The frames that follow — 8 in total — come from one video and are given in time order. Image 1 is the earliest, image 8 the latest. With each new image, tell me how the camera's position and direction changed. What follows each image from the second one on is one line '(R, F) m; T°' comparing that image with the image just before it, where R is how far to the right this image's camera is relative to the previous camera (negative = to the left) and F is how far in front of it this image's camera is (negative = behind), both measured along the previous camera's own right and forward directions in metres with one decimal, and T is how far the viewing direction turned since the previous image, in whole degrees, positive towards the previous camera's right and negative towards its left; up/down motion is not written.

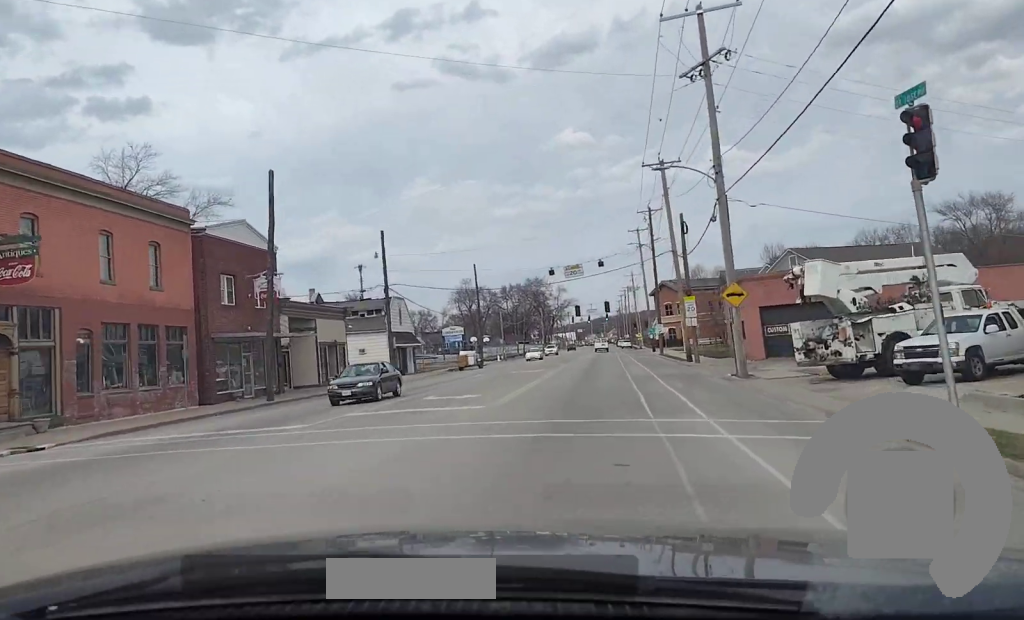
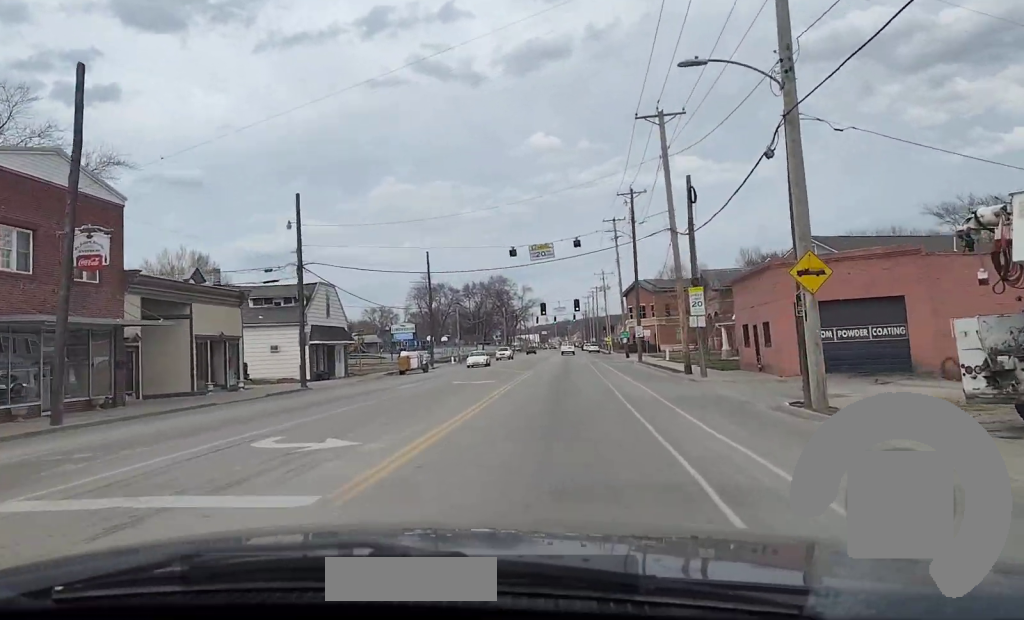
(+0.8, +13.4) m; +5°
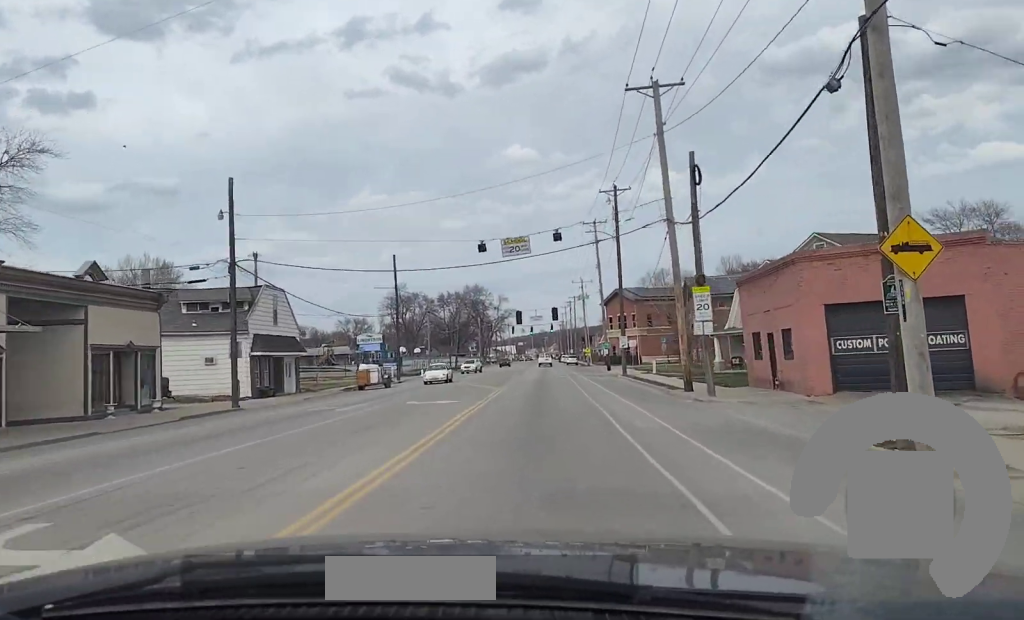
(+0.2, +6.7) m; +1°
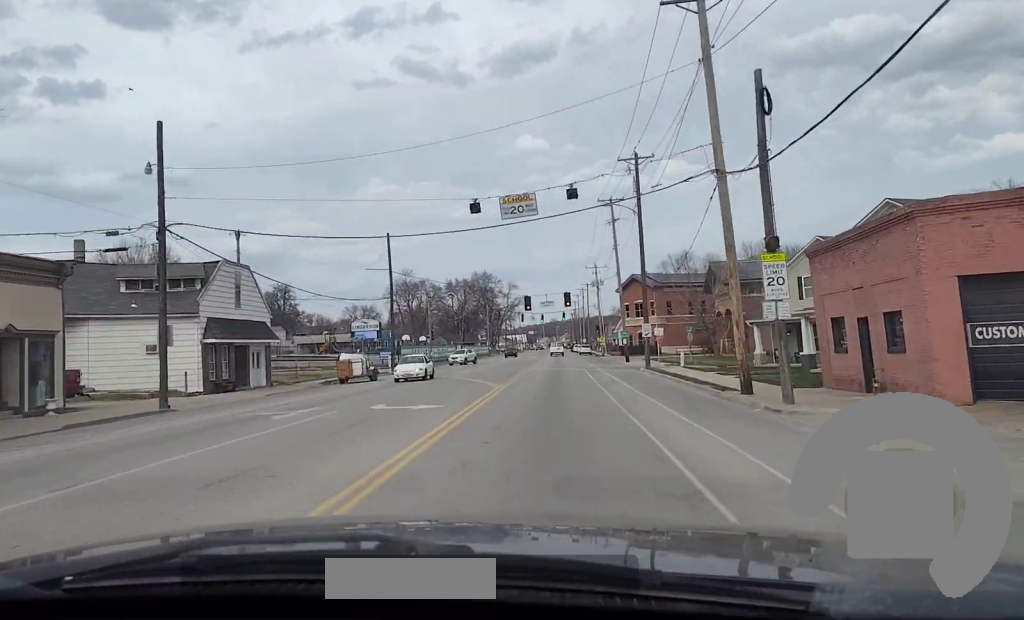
(+0.1, +8.2) m; +1°
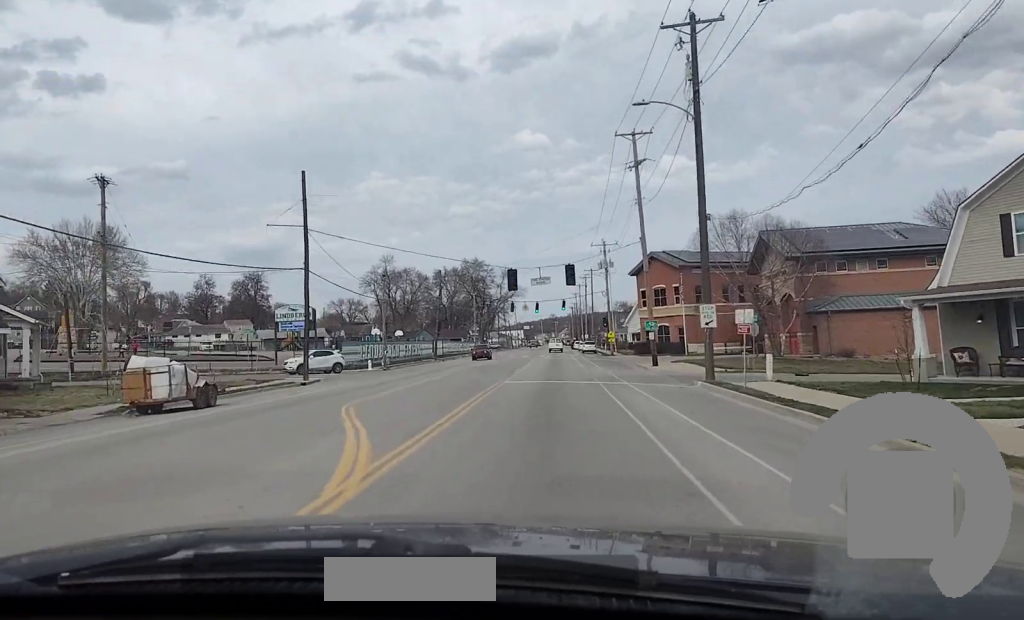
(0.0, +24.0) m; 0°
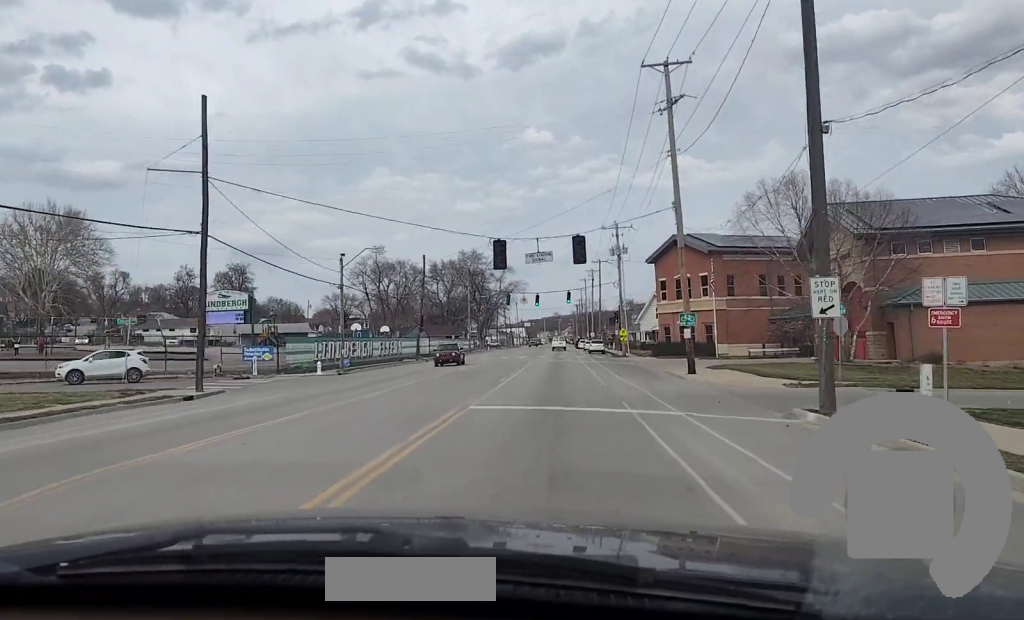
(0.0, +13.8) m; 0°
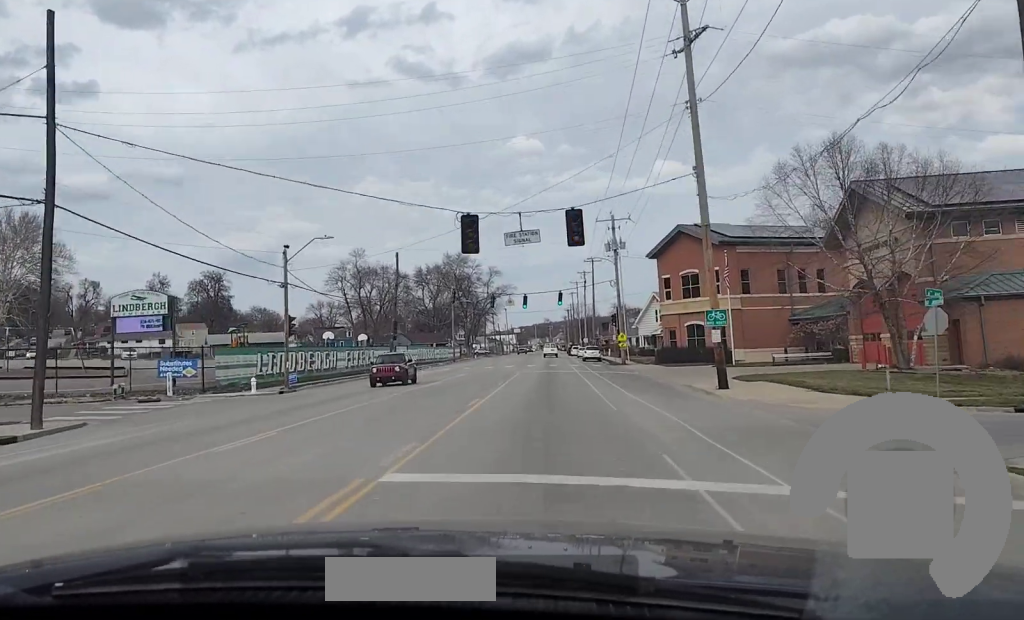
(0.0, +10.2) m; 0°
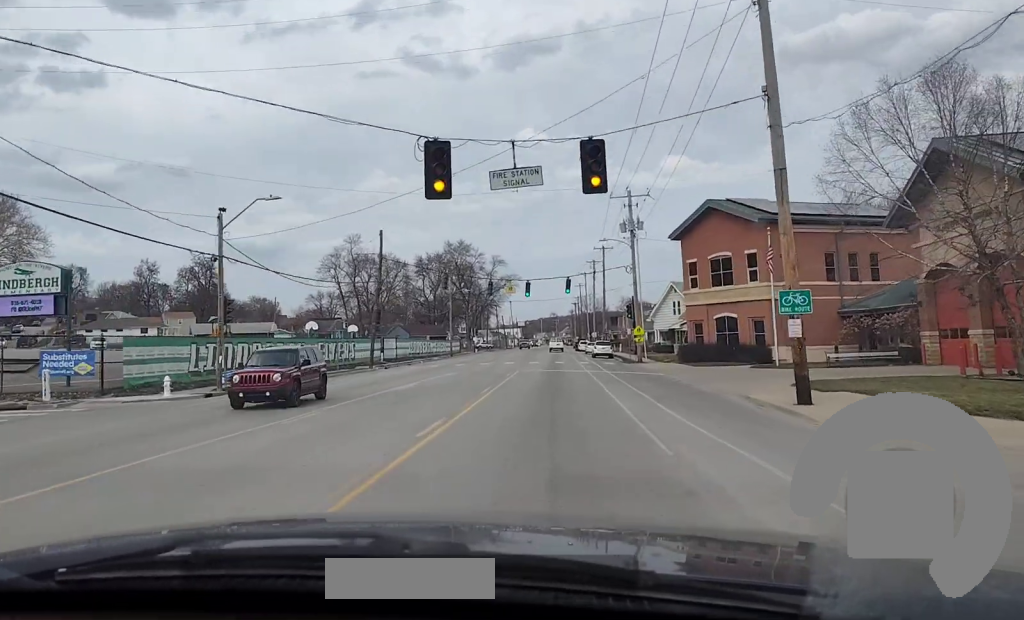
(0.0, +9.1) m; 0°
